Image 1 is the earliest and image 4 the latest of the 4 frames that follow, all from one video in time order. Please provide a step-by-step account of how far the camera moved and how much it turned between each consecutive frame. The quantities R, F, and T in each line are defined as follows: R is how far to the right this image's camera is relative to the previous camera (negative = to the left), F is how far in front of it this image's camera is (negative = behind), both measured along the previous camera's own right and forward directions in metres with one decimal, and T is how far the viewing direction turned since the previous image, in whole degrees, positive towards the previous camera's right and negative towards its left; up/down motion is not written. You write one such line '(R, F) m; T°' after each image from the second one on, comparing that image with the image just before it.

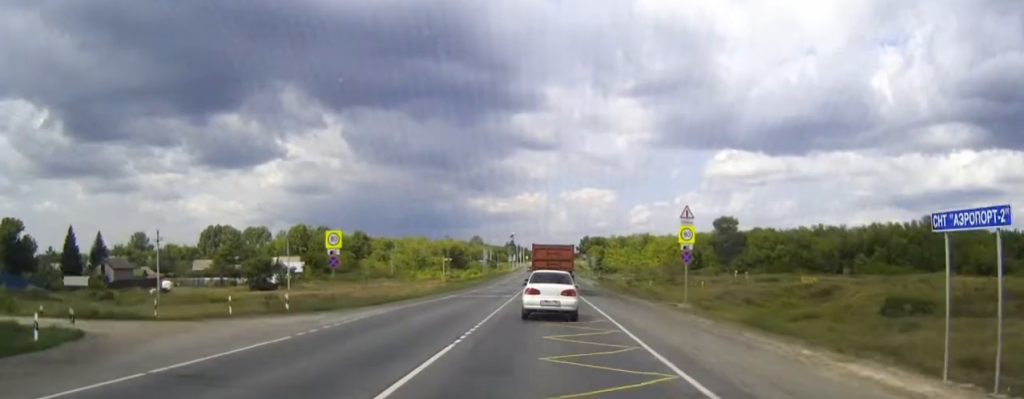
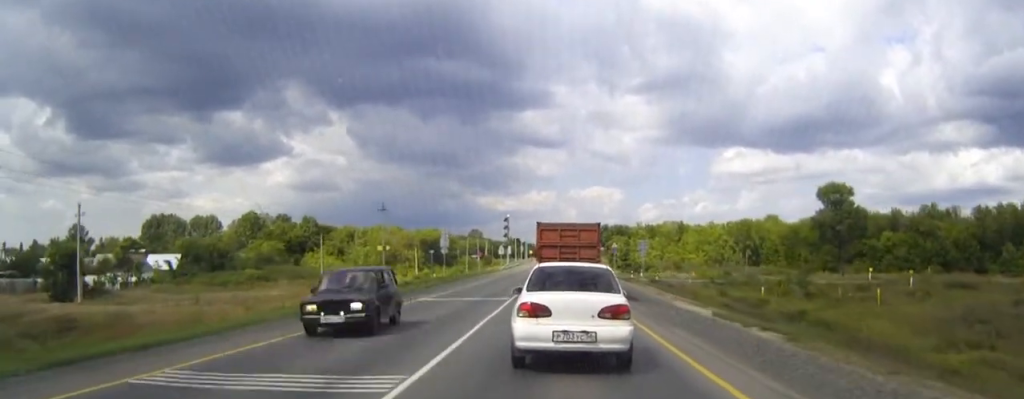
(0.0, +63.4) m; 0°
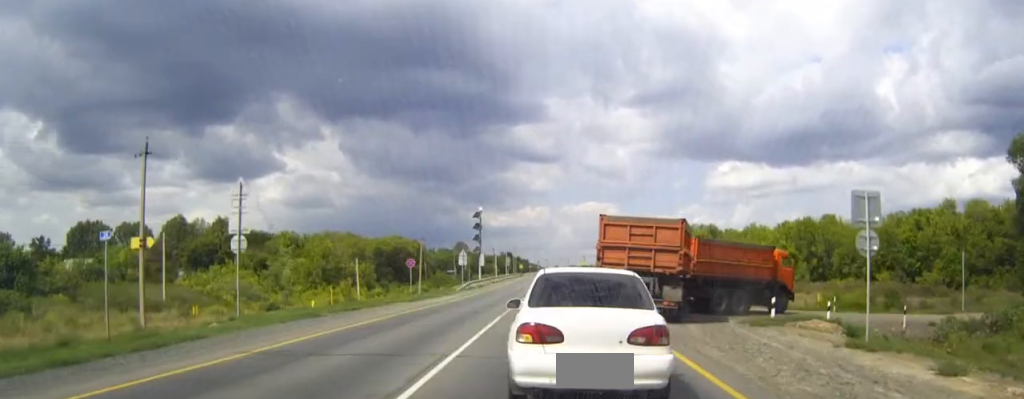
(0.0, +10.5) m; 0°
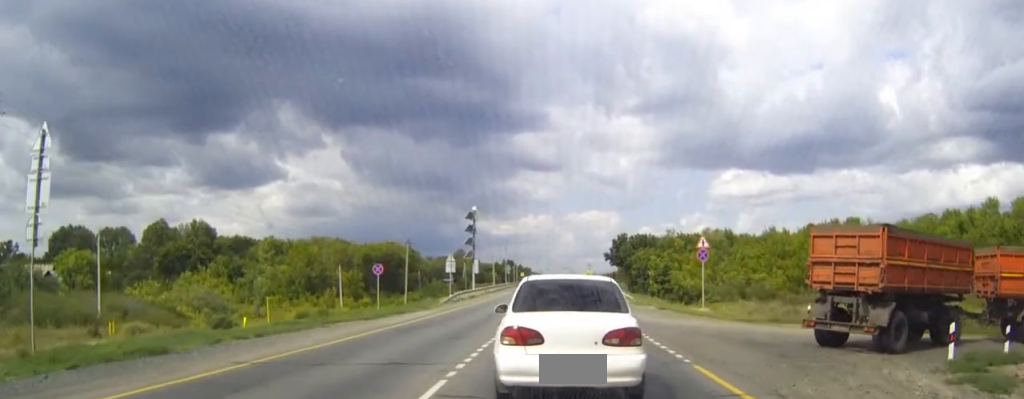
(0.0, +34.9) m; 0°
